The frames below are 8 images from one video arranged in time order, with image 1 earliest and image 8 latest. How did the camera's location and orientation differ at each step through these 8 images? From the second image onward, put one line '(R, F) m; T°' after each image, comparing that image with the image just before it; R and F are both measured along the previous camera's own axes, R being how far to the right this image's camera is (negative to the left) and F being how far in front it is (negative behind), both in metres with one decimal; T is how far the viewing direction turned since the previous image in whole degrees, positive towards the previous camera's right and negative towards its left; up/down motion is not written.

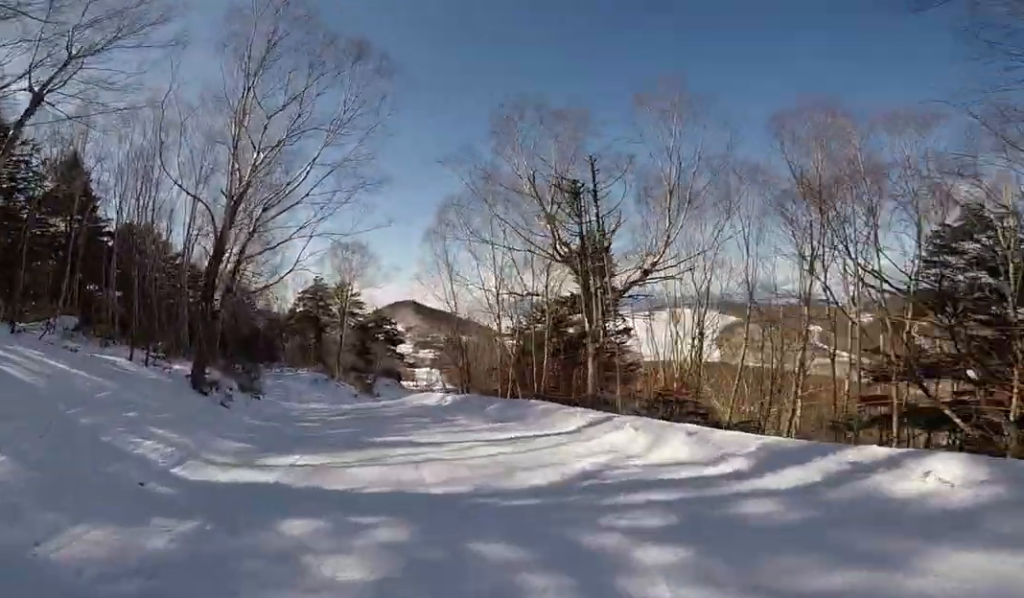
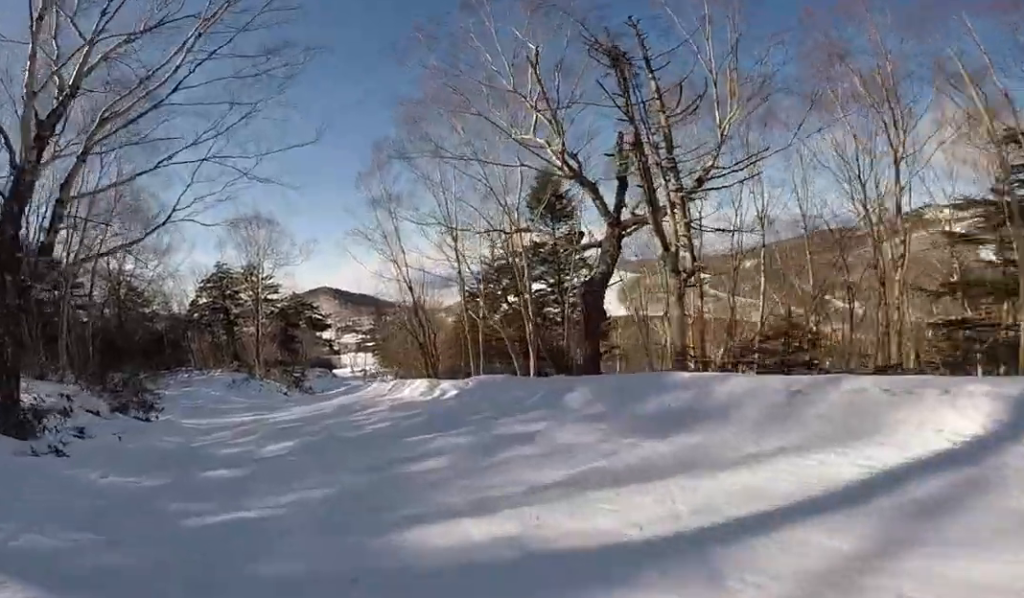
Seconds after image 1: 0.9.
(-0.2, +6.5) m; -8°
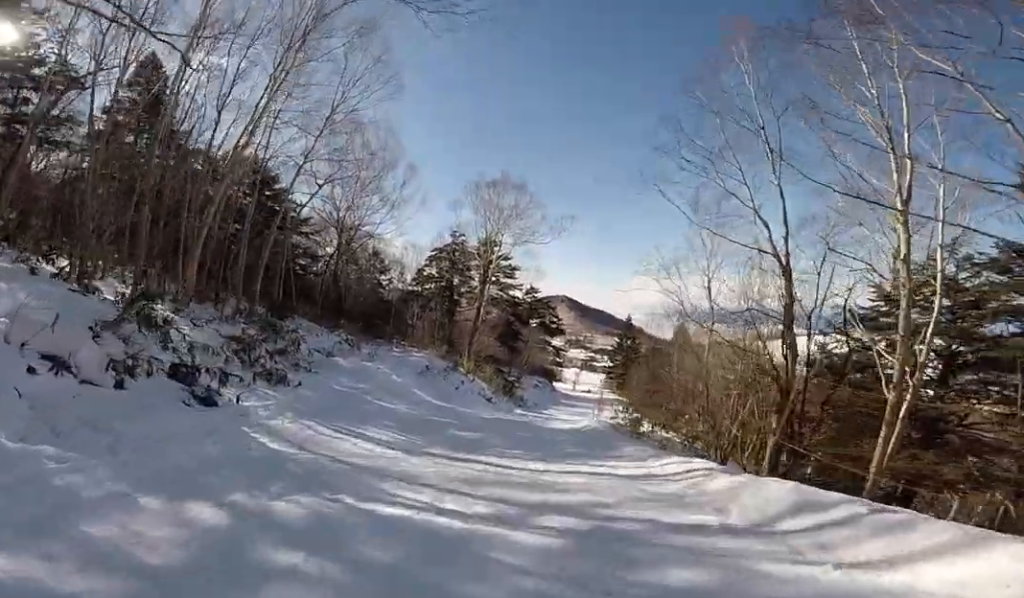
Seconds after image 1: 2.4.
(-1.2, +10.2) m; +12°
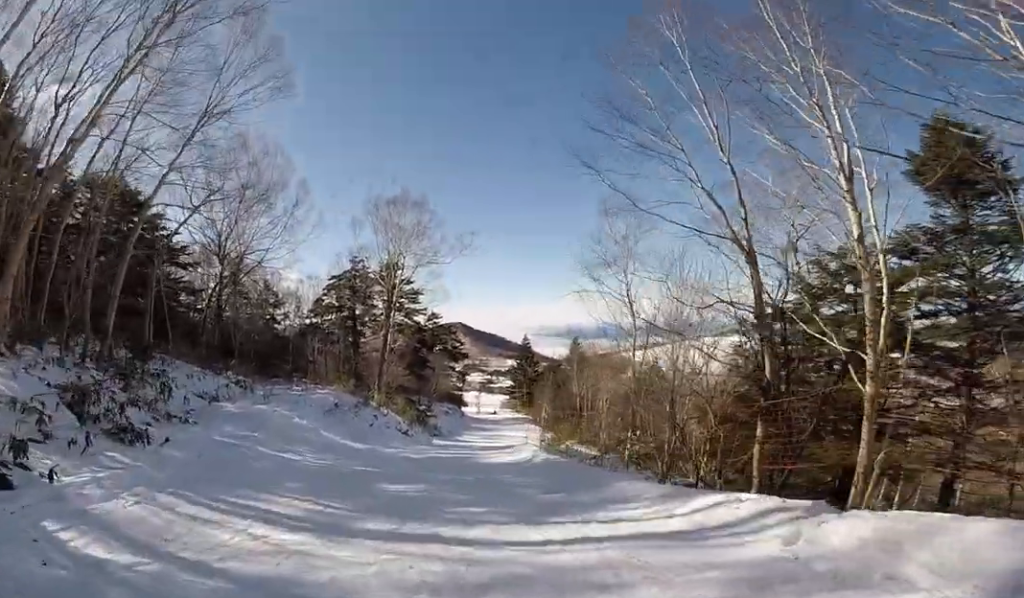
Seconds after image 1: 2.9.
(+1.3, +2.8) m; +5°
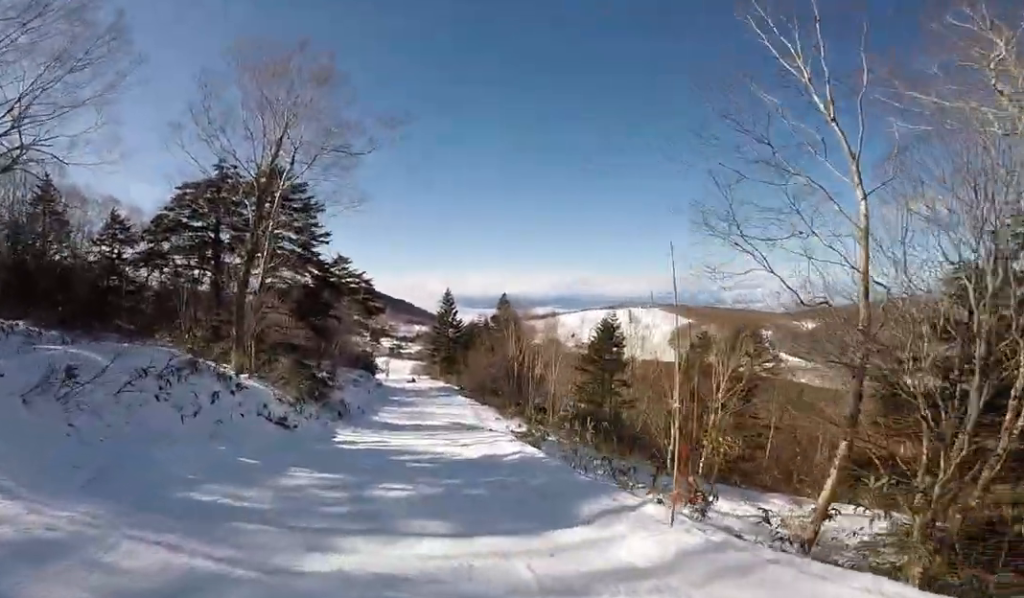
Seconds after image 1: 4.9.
(0.0, +14.2) m; -4°
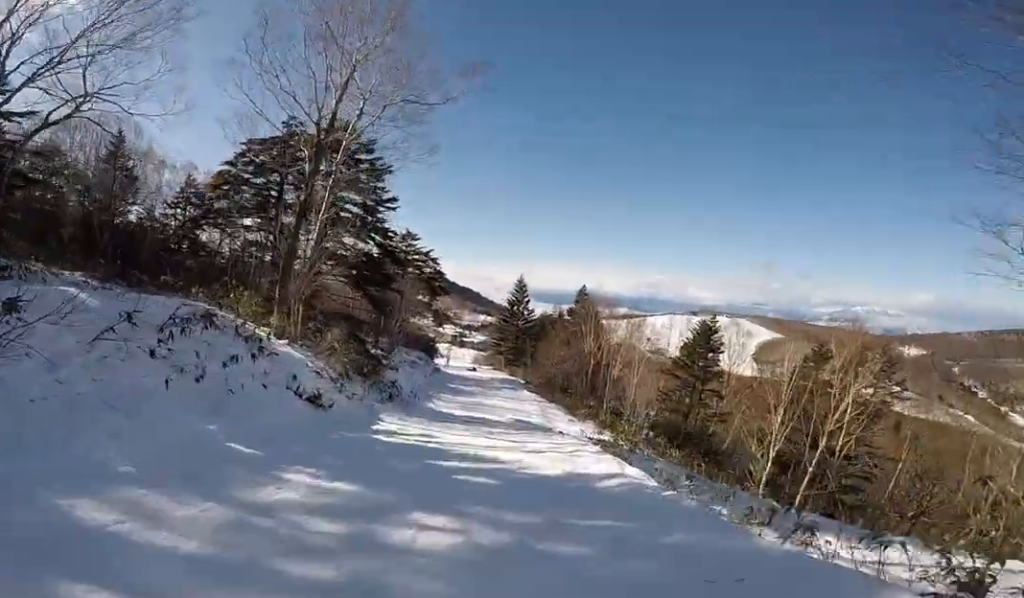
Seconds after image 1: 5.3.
(+0.1, +3.4) m; +1°
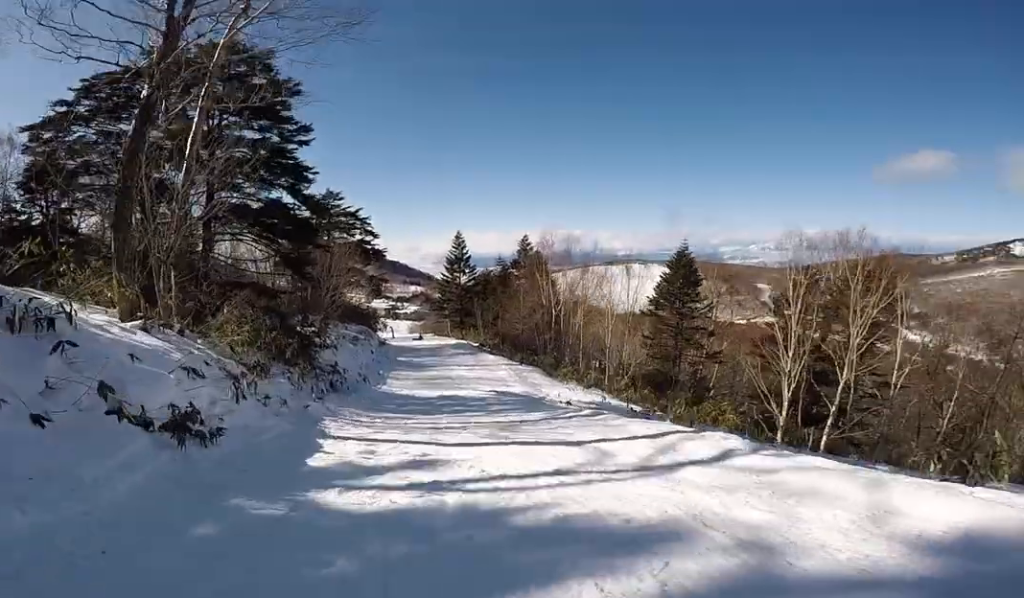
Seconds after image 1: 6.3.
(0.0, +7.5) m; +10°
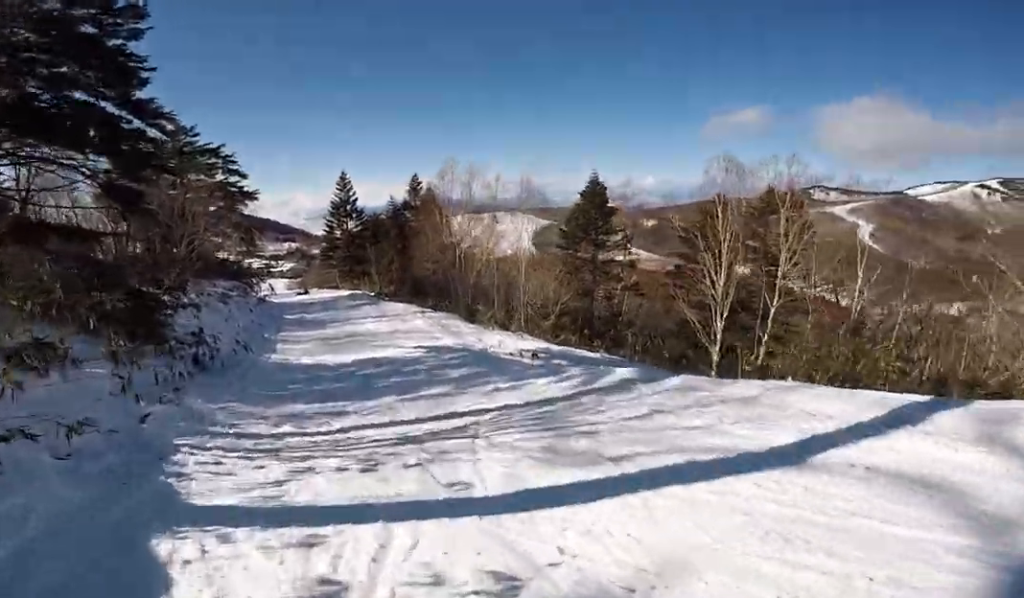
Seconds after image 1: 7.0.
(+0.9, +5.5) m; +1°
